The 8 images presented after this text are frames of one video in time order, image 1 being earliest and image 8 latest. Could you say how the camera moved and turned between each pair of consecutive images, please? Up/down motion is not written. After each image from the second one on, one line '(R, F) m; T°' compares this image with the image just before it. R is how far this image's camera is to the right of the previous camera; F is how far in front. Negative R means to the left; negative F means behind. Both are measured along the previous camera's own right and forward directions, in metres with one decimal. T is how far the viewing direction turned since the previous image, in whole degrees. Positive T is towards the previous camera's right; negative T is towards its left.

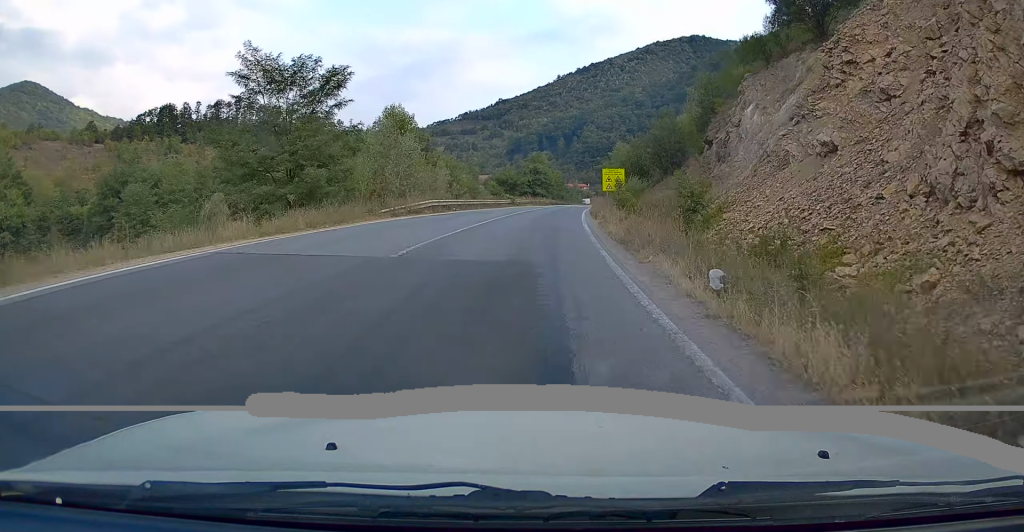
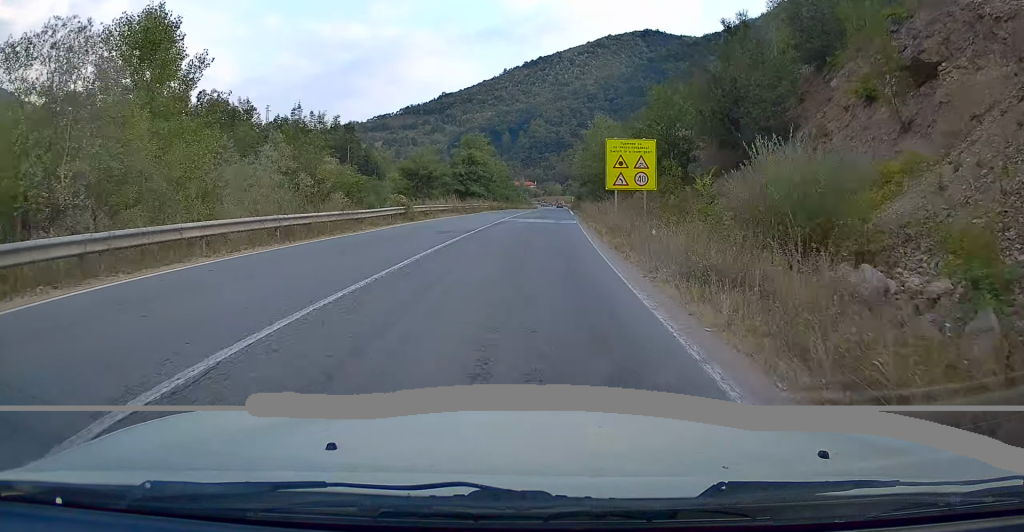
(+2.3, +34.8) m; +6°
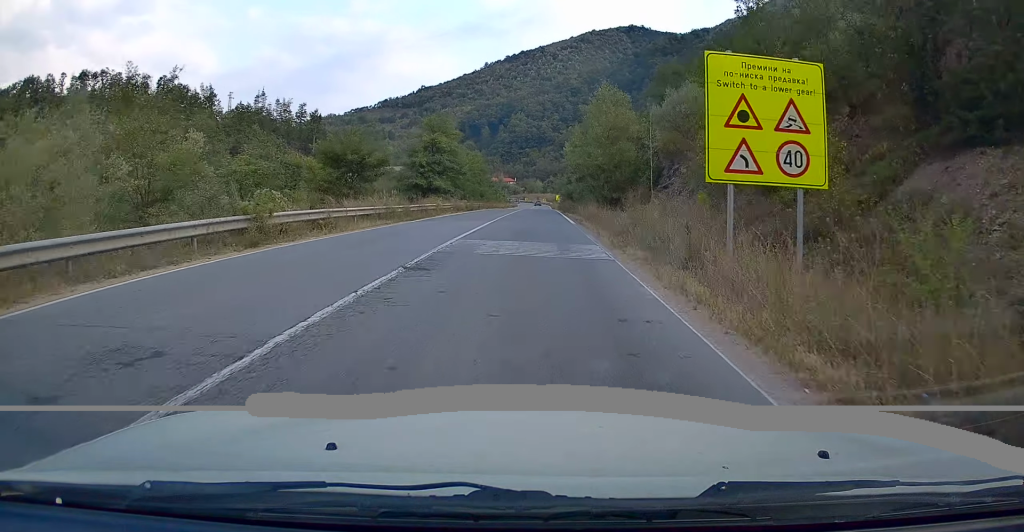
(+0.3, +16.5) m; +2°
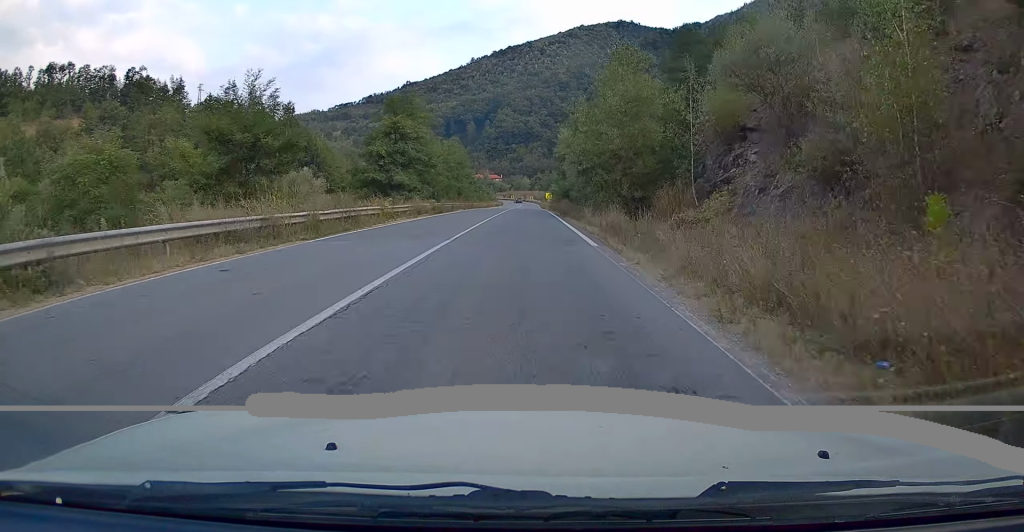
(+0.1, +12.8) m; +1°
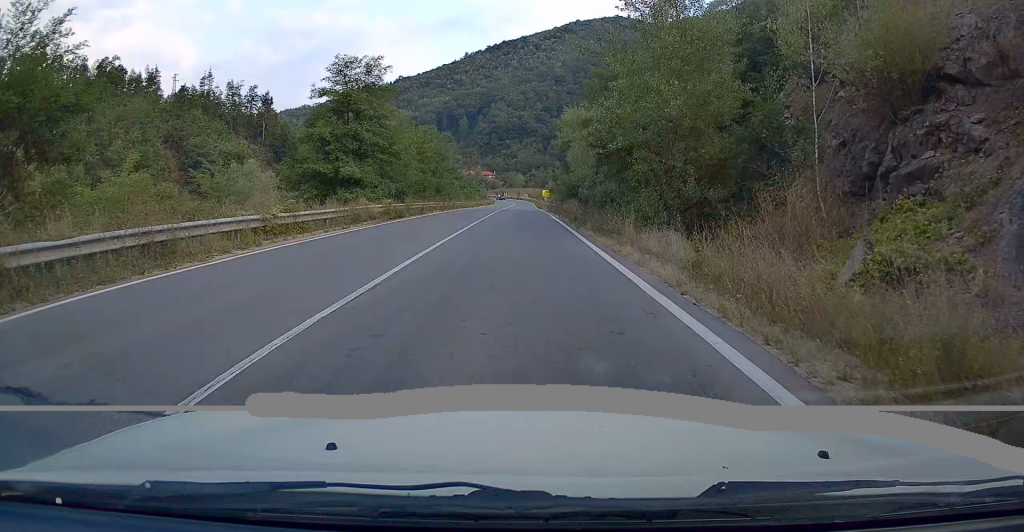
(+0.1, +12.8) m; +1°
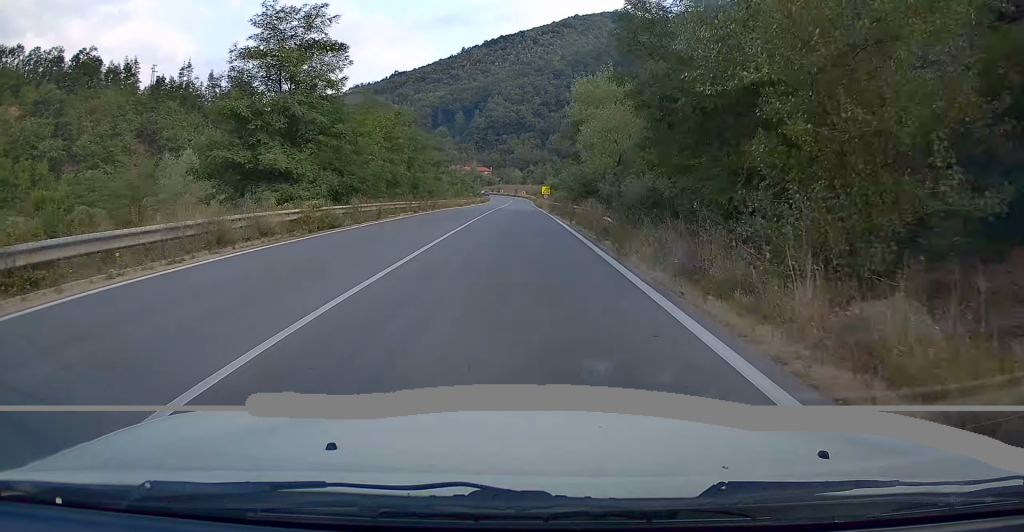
(0.0, +11.0) m; +1°
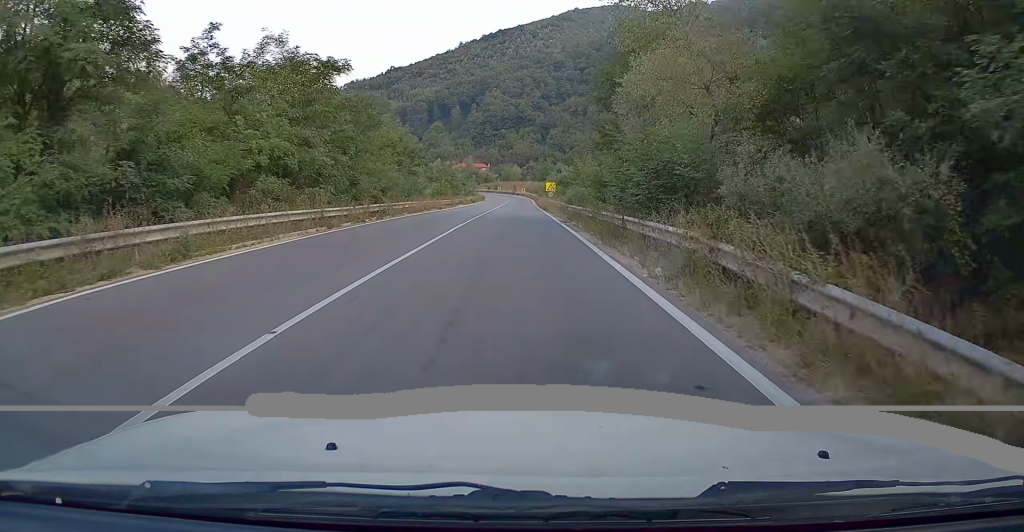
(+0.1, +16.6) m; +1°
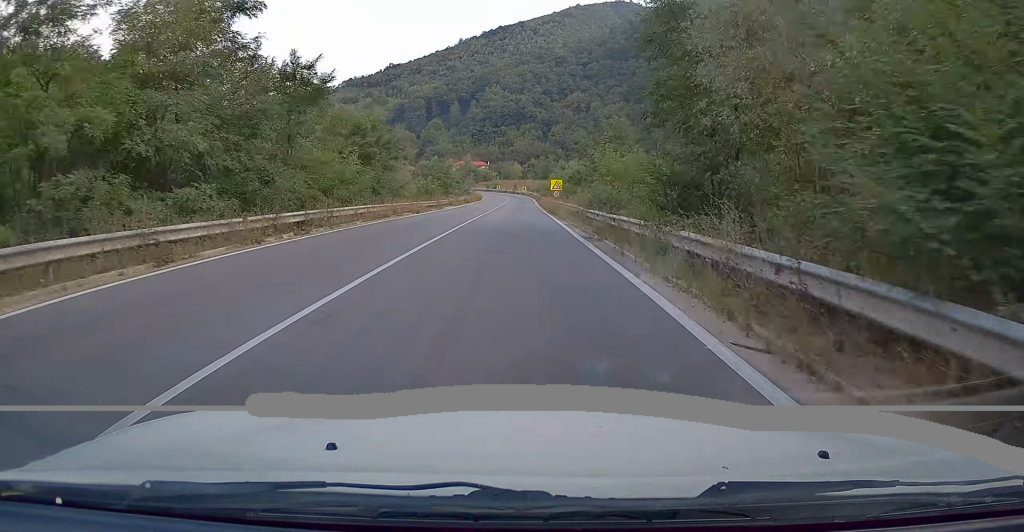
(0.0, +10.5) m; 0°
